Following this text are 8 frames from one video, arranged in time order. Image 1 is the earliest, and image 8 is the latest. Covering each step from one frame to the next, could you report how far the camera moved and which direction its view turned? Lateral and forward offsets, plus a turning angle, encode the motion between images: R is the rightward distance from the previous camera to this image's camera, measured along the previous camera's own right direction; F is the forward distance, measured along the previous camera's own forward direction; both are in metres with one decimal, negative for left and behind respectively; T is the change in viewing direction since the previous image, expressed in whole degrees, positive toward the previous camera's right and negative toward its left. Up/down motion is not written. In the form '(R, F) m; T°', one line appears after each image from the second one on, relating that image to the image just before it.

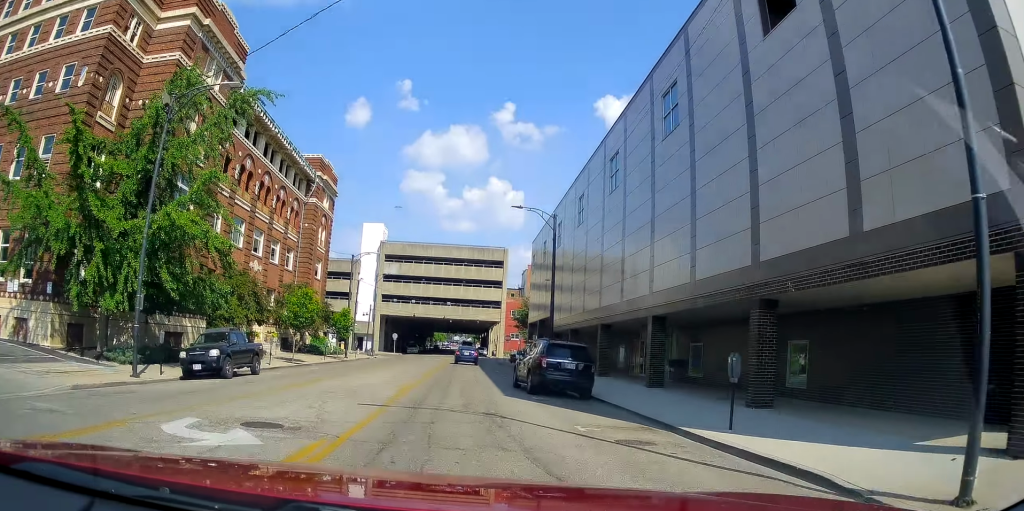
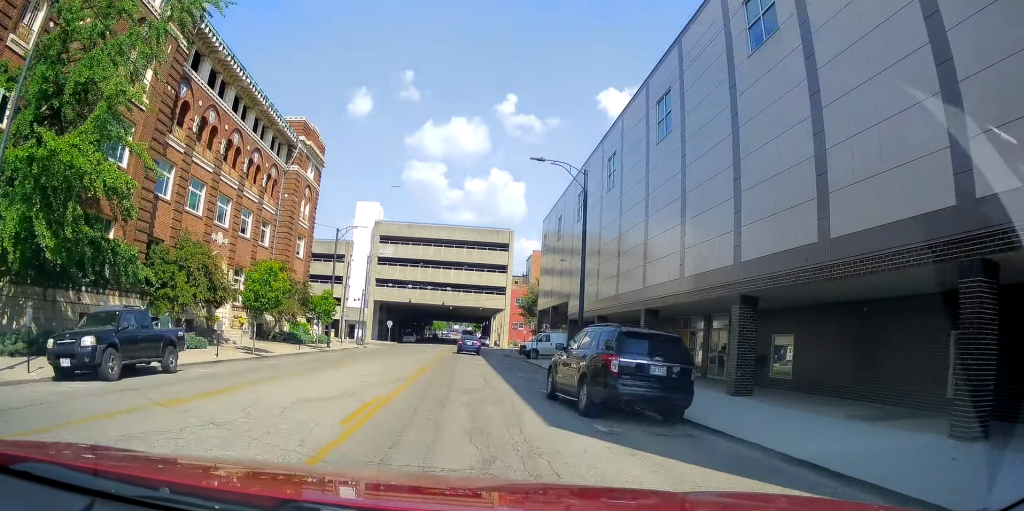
(+0.6, +7.7) m; +3°
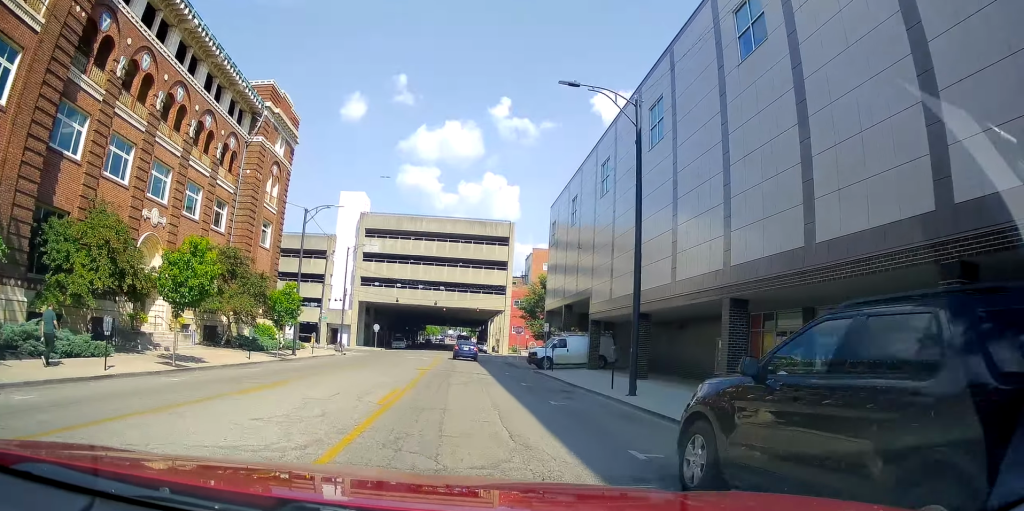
(-0.1, +8.7) m; -3°
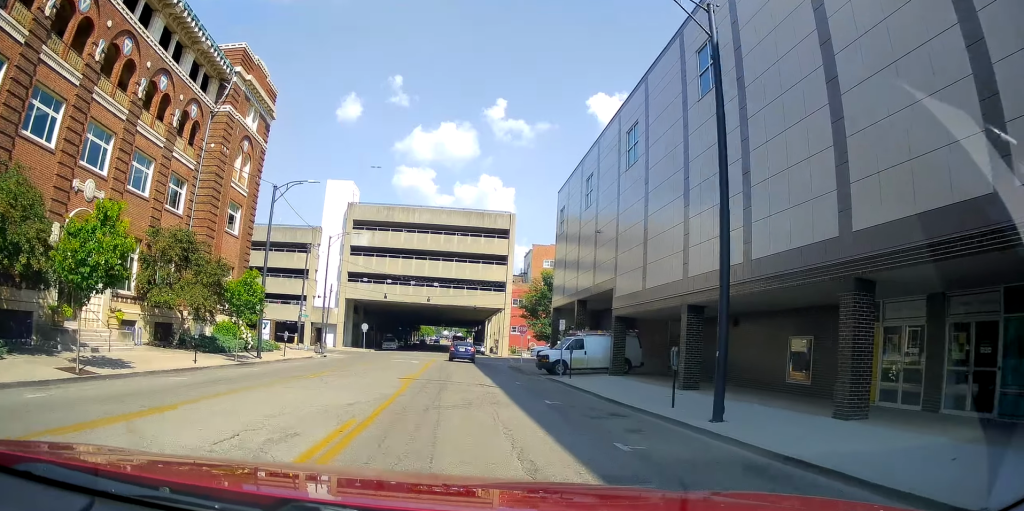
(-0.2, +6.1) m; -1°
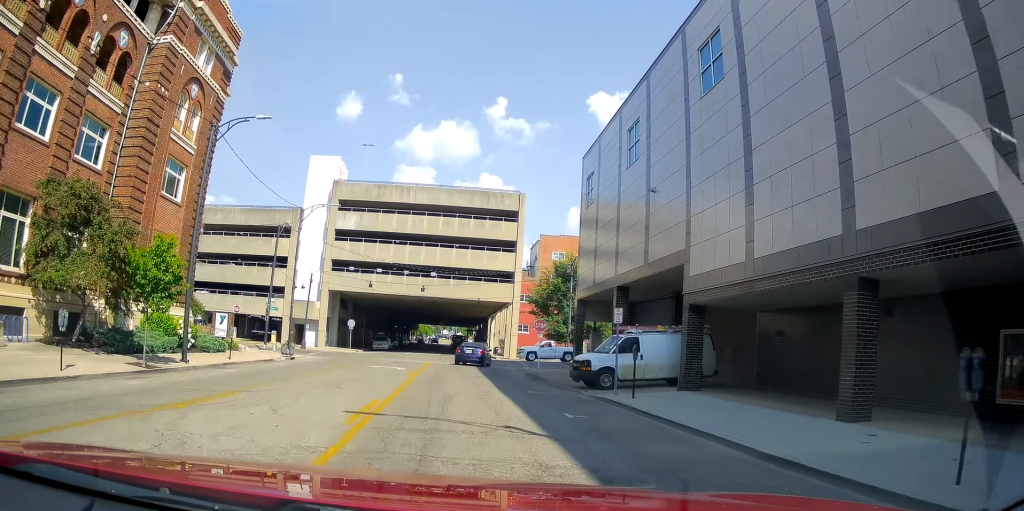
(+0.2, +9.1) m; -1°
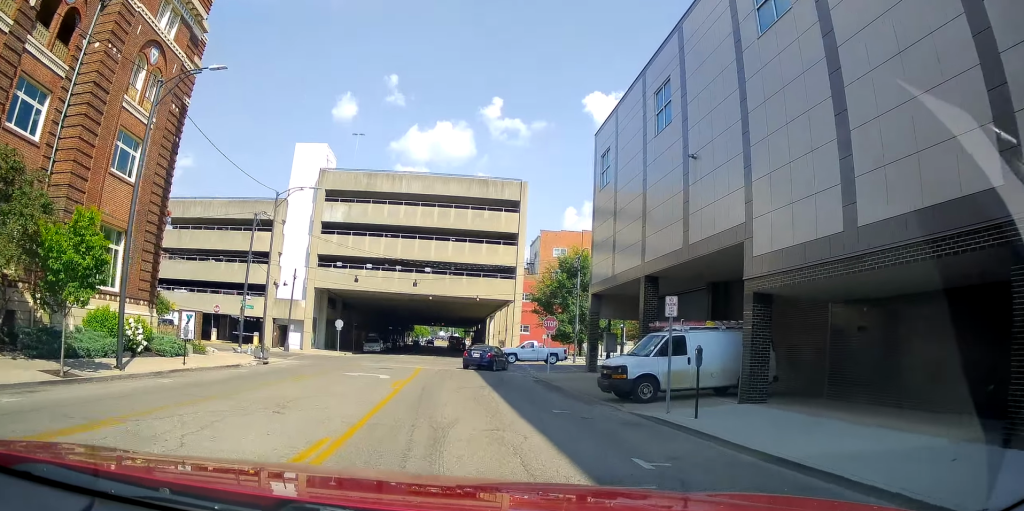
(0.0, +4.7) m; -3°
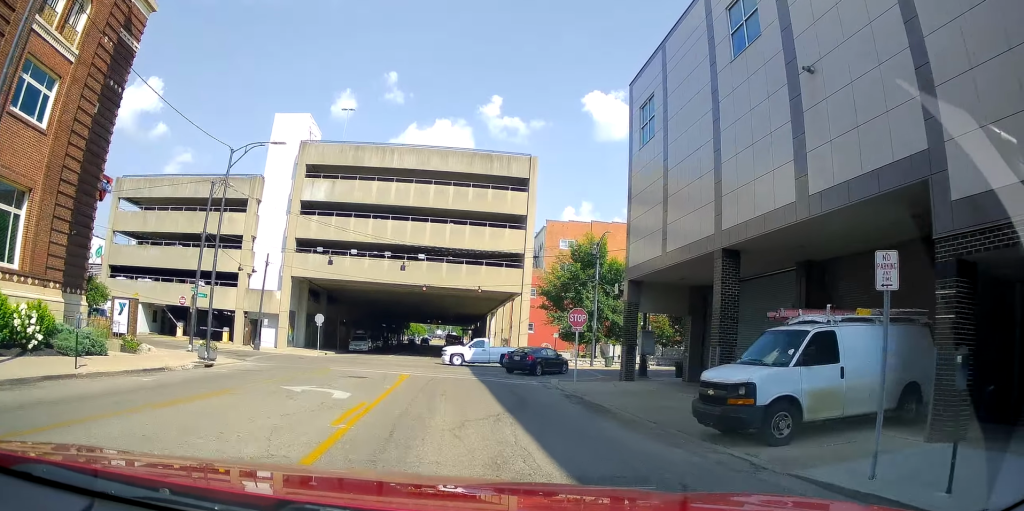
(-0.7, +7.4) m; -3°
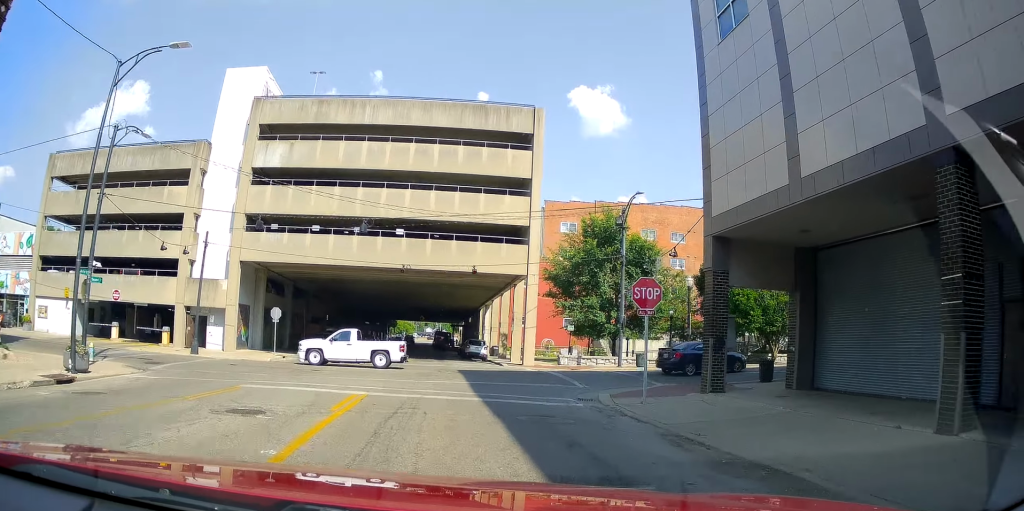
(+0.2, +9.5) m; +3°
